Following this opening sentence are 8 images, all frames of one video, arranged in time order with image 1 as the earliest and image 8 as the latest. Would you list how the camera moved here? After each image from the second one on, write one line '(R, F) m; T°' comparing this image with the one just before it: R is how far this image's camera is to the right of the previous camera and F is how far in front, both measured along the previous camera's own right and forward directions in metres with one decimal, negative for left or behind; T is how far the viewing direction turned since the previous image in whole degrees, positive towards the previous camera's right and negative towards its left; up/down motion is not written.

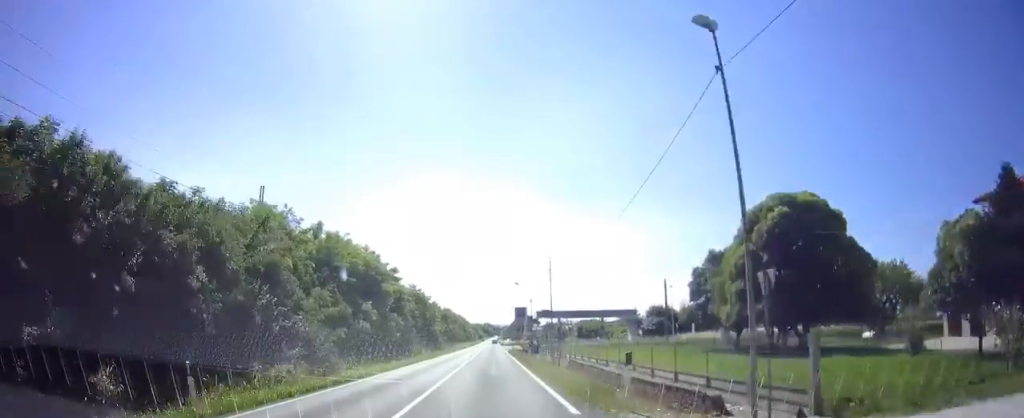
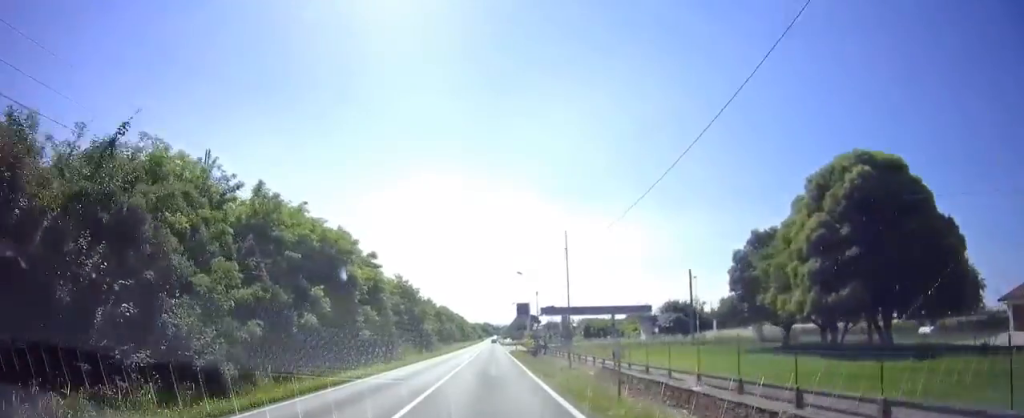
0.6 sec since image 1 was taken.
(+0.2, +9.9) m; 0°
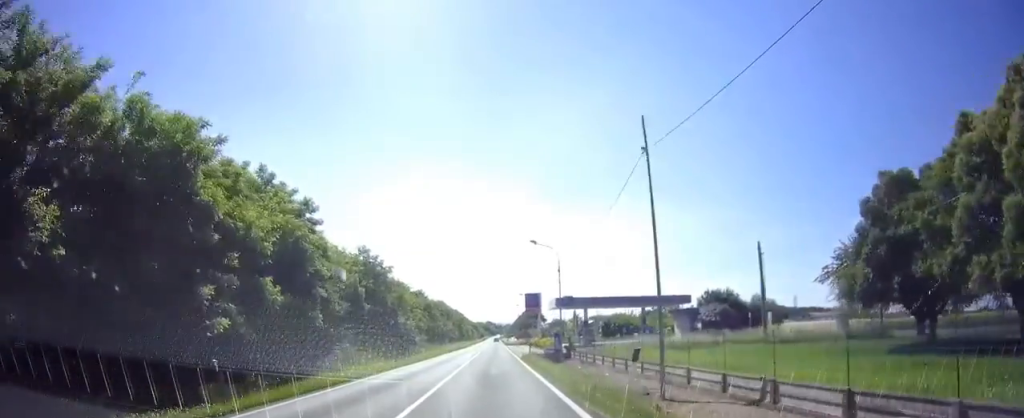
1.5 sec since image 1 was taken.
(-0.2, +15.9) m; 0°
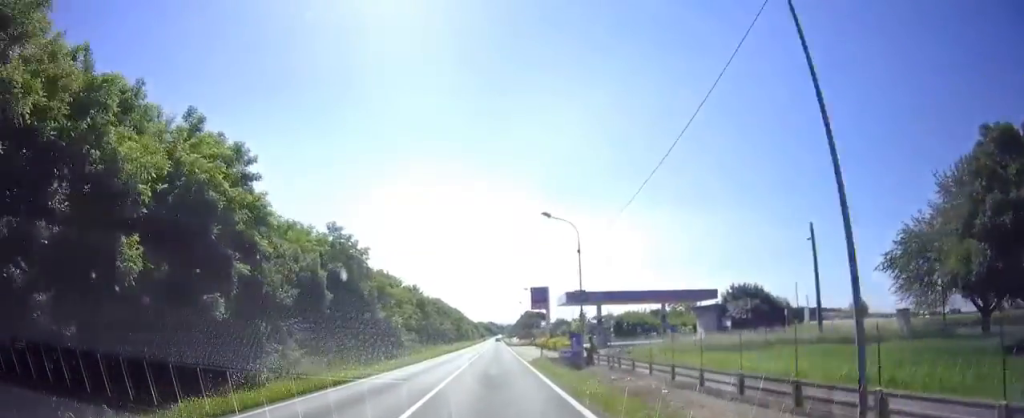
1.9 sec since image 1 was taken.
(-0.1, +8.3) m; 0°
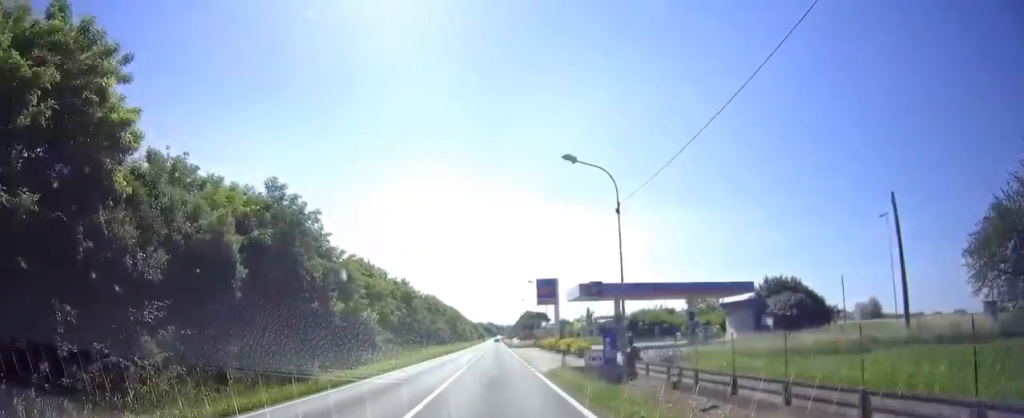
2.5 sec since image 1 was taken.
(+0.1, +9.5) m; +1°
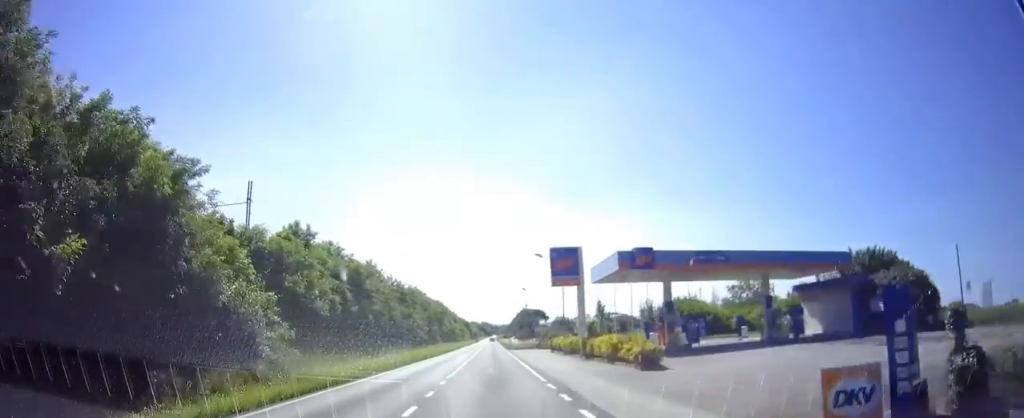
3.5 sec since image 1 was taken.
(+0.1, +17.9) m; 0°
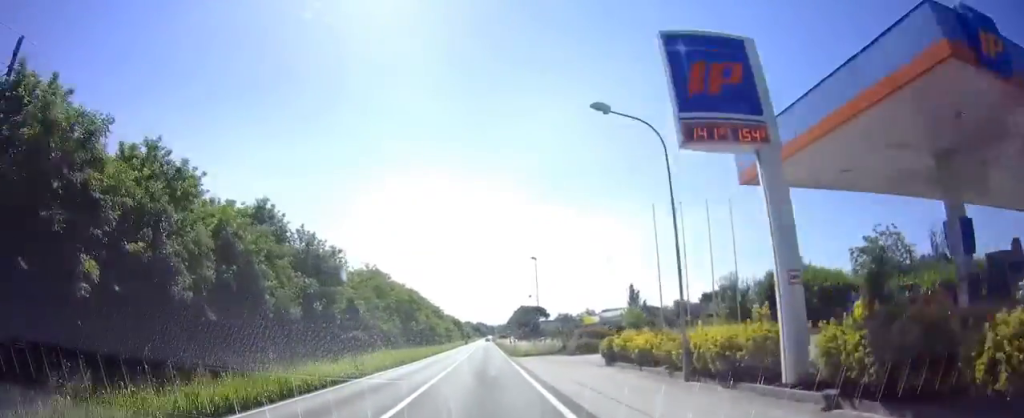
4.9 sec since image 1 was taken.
(-0.1, +25.9) m; -2°
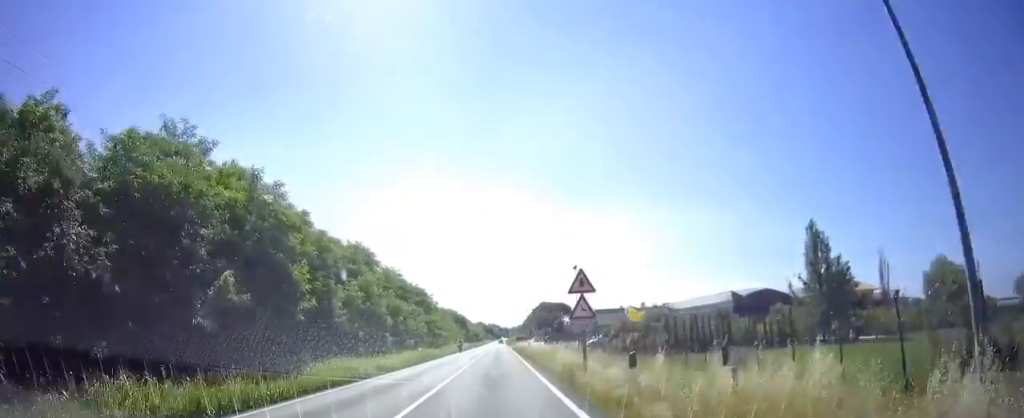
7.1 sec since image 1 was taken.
(0.0, +40.1) m; +1°
